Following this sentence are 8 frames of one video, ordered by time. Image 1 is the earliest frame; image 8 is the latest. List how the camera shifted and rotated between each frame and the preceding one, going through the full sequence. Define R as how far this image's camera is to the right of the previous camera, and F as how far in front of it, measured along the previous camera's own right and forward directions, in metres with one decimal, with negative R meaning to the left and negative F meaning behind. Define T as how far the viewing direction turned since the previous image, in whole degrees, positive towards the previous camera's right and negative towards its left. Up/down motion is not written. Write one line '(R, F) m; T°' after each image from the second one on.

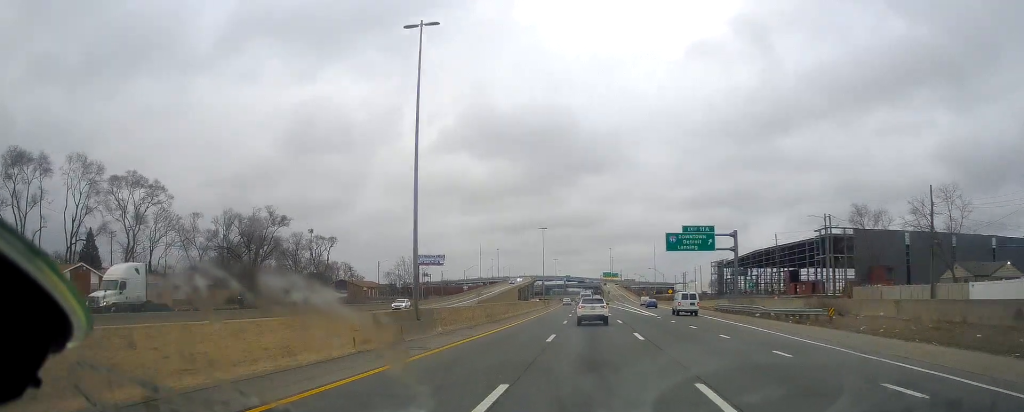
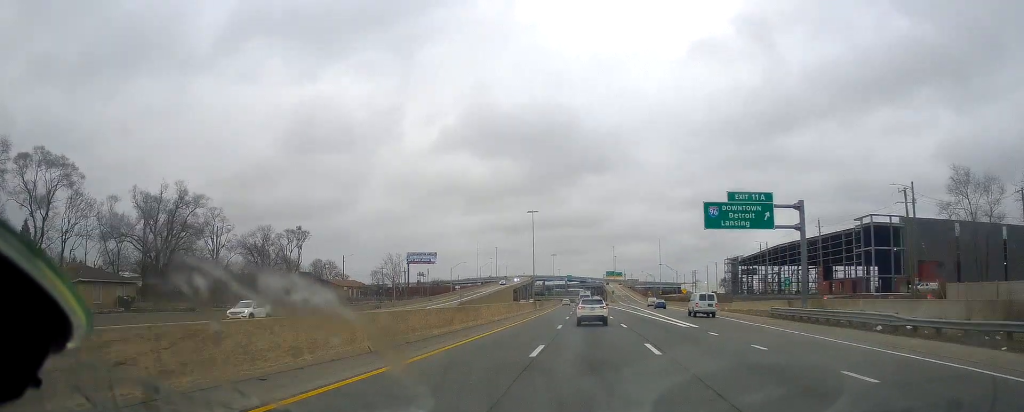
(+0.6, +20.9) m; 0°
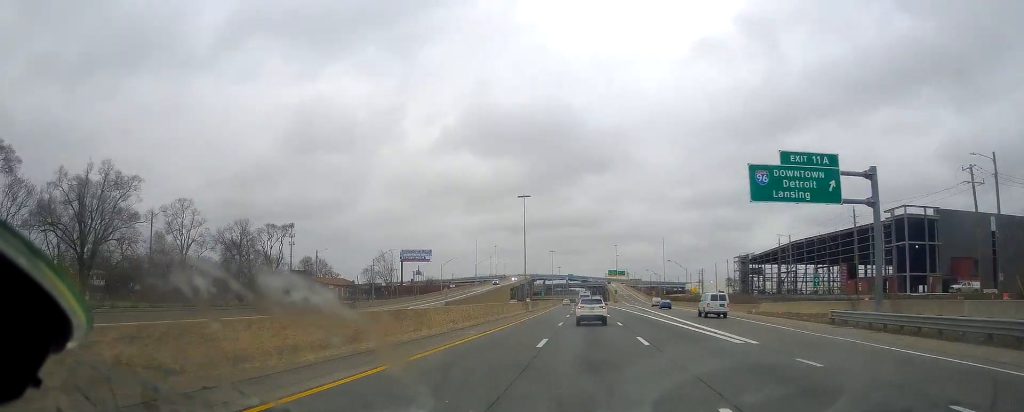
(-0.2, +12.3) m; 0°
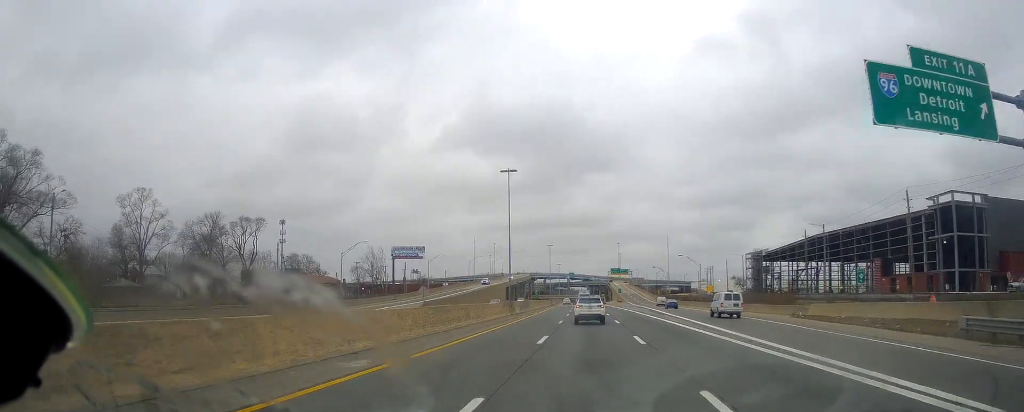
(-0.3, +14.2) m; 0°
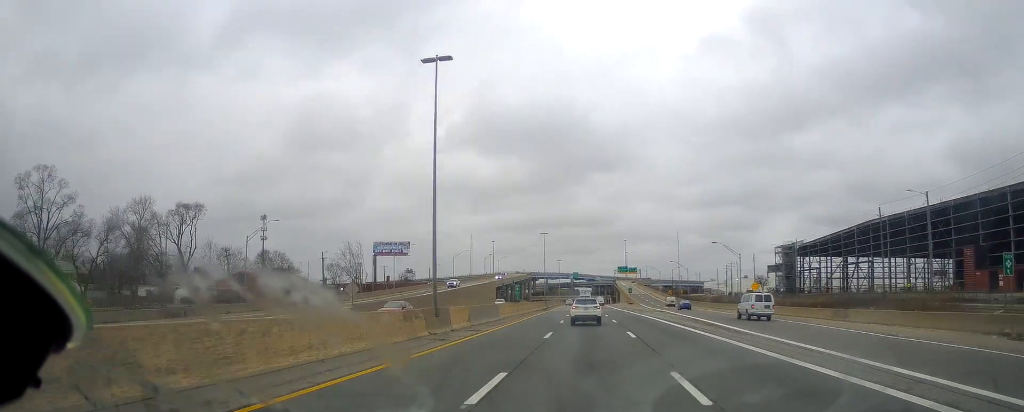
(+0.2, +27.4) m; 0°
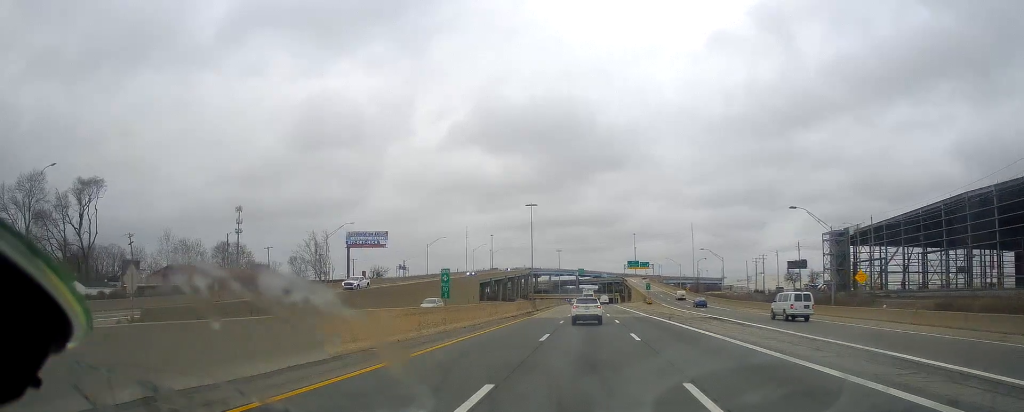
(-0.3, +32.2) m; -1°
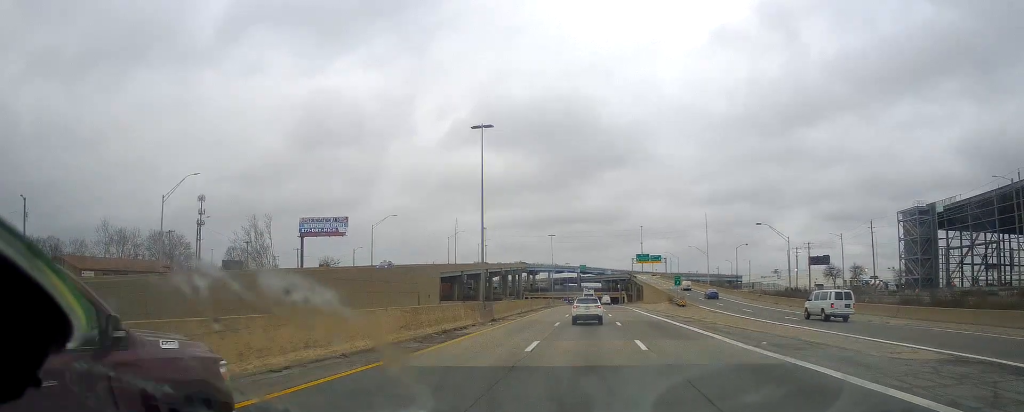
(-0.4, +36.4) m; 0°
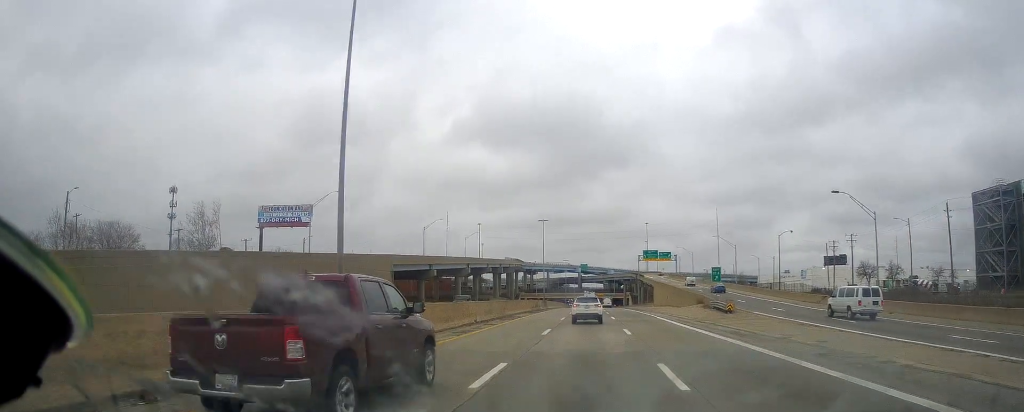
(+0.3, +23.9) m; 0°
